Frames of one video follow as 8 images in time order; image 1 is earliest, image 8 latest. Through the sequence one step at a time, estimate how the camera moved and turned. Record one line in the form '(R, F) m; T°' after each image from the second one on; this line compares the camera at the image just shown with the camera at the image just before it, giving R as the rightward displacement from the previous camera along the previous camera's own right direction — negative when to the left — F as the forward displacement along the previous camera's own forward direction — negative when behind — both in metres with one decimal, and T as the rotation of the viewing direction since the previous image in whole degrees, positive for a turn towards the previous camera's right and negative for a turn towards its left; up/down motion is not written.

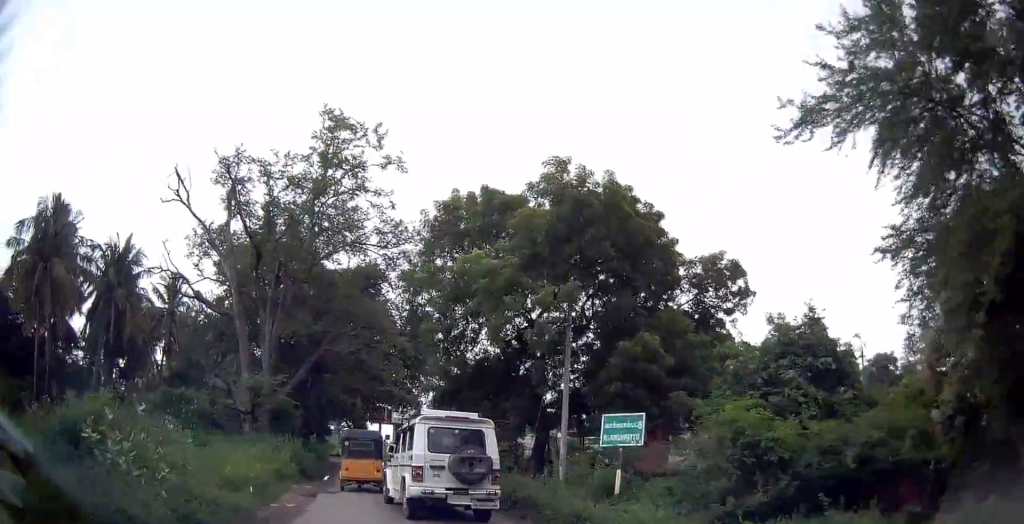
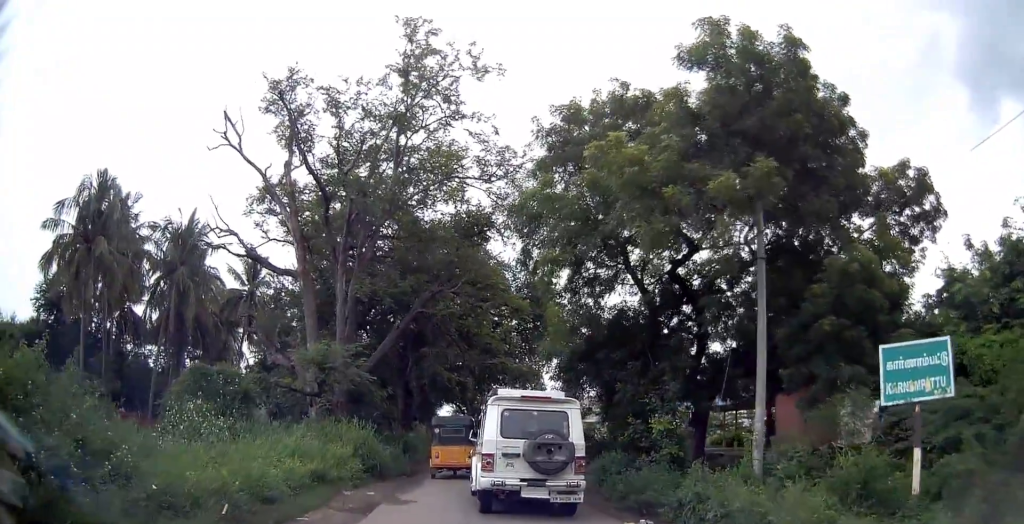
(-0.5, +5.8) m; -12°
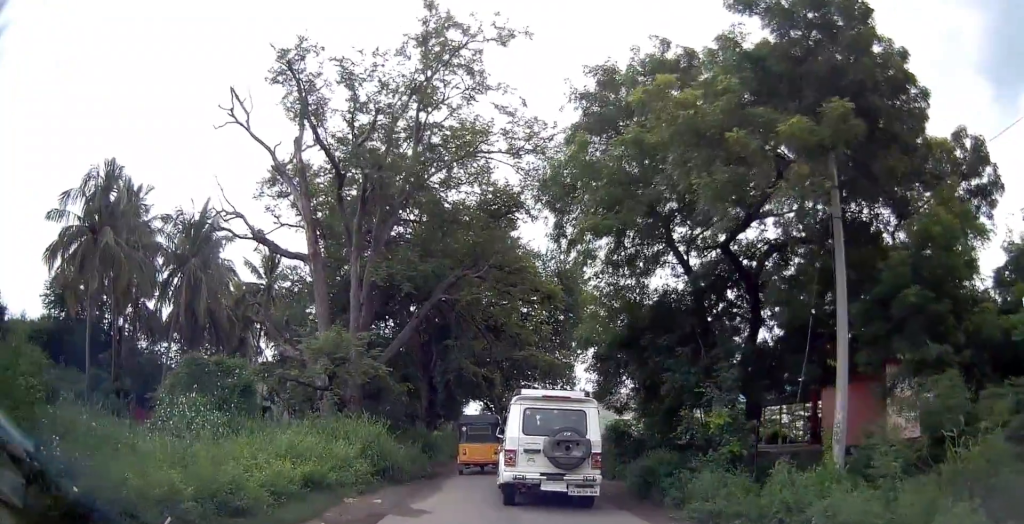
(-0.1, +2.4) m; -5°
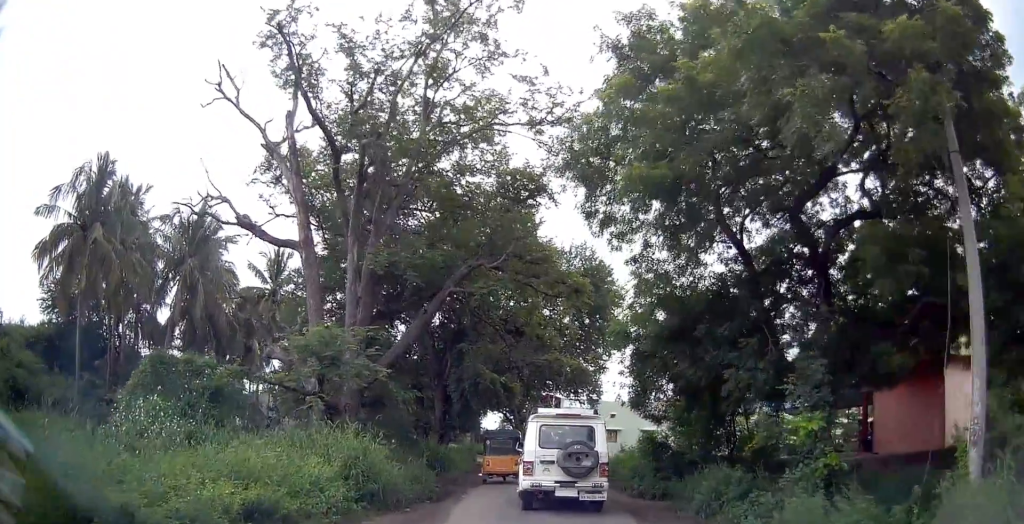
(-0.3, +3.6) m; -5°
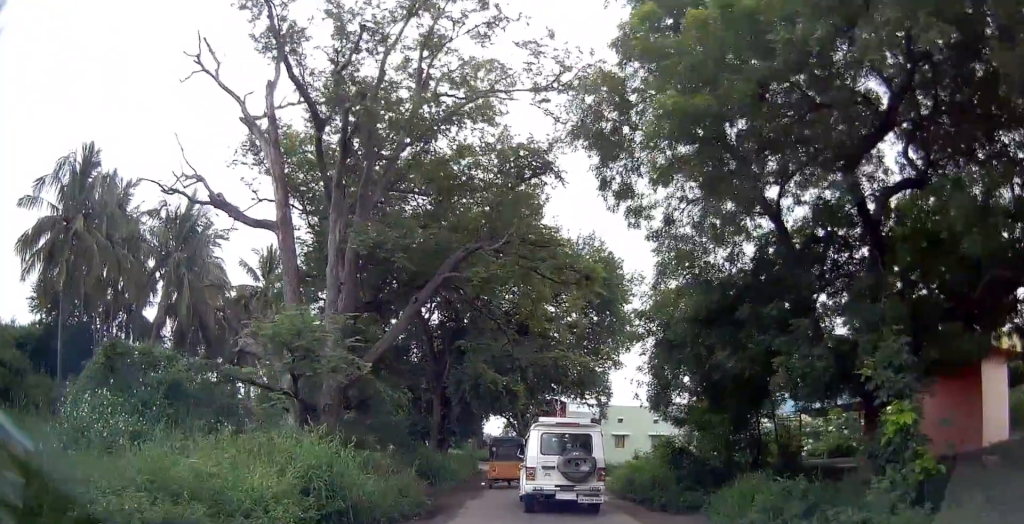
(0.0, +2.3) m; 0°
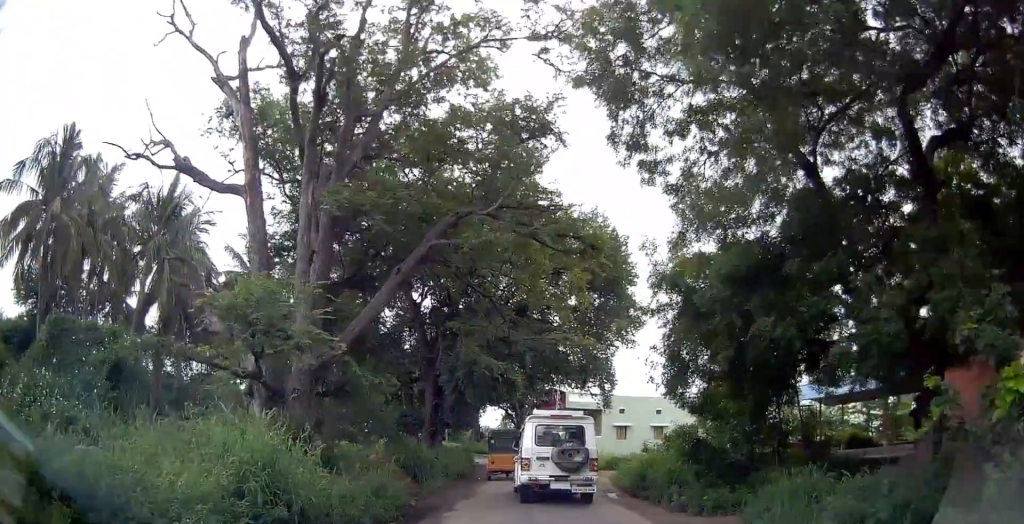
(0.0, +1.8) m; 0°
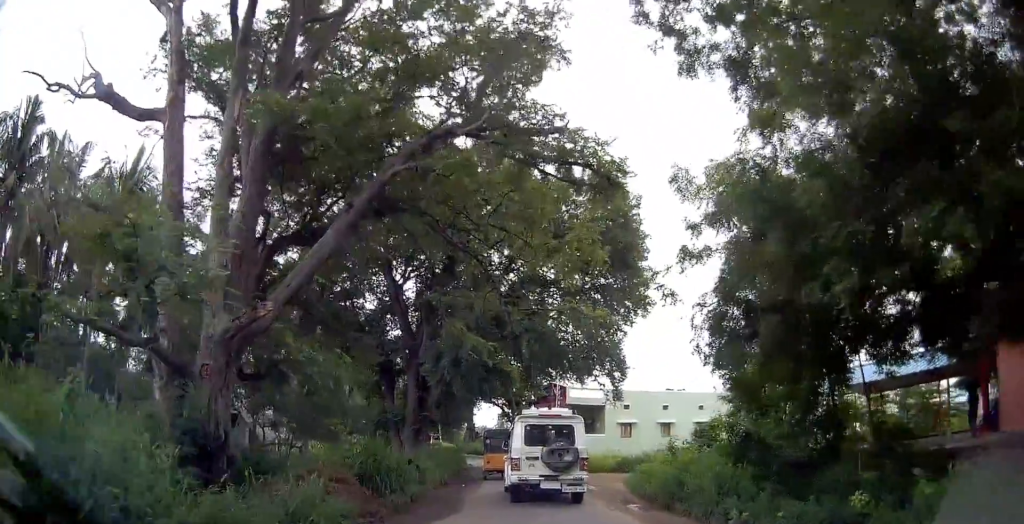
(0.0, +3.0) m; 0°
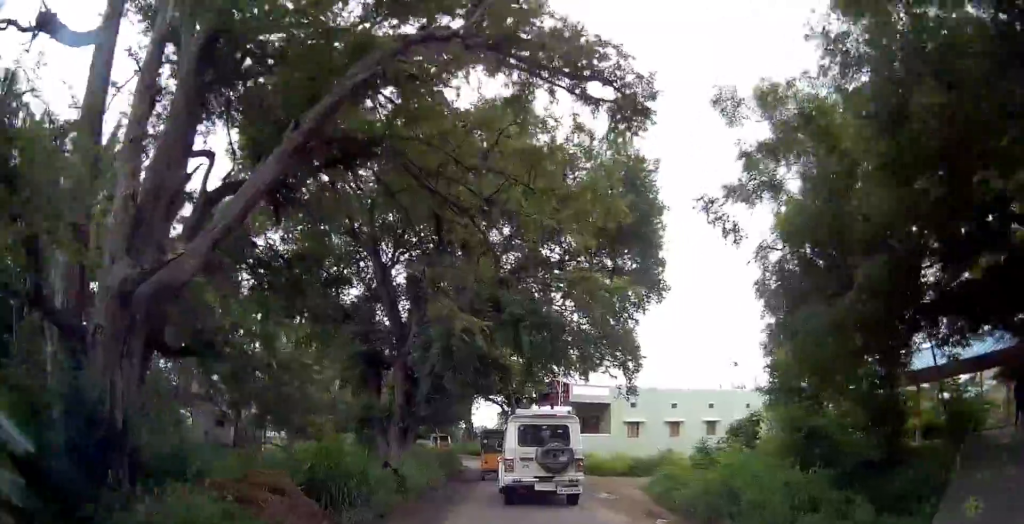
(0.0, +2.2) m; 0°
